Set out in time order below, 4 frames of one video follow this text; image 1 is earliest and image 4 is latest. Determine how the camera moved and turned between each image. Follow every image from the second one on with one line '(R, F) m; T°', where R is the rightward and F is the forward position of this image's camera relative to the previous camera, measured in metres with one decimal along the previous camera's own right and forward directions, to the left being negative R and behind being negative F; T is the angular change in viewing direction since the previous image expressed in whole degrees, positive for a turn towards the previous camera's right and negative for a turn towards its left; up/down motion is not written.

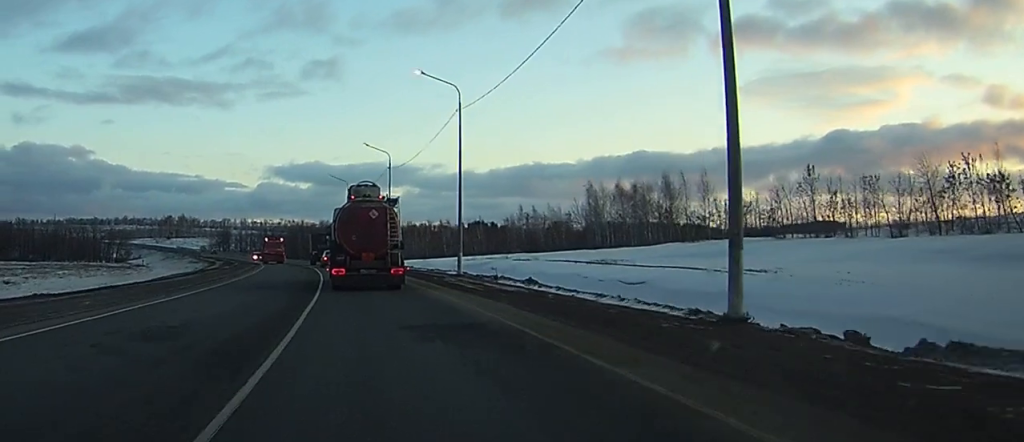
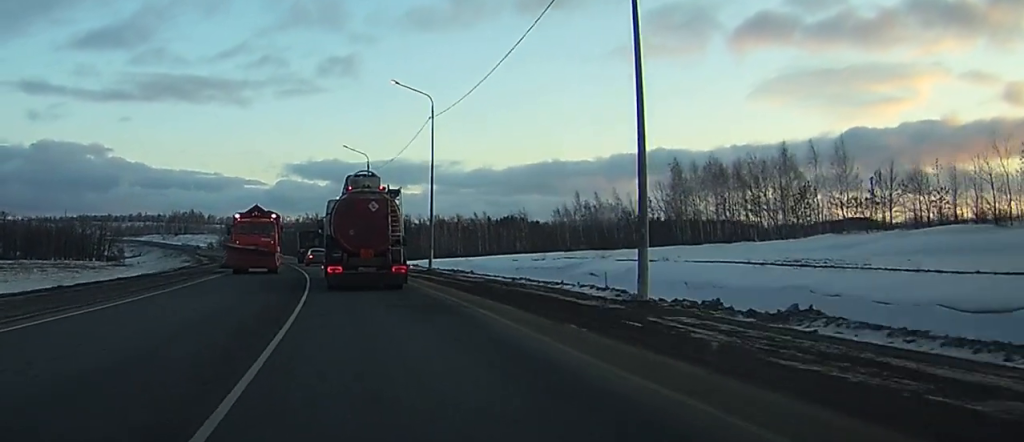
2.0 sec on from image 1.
(-0.7, +31.4) m; -2°
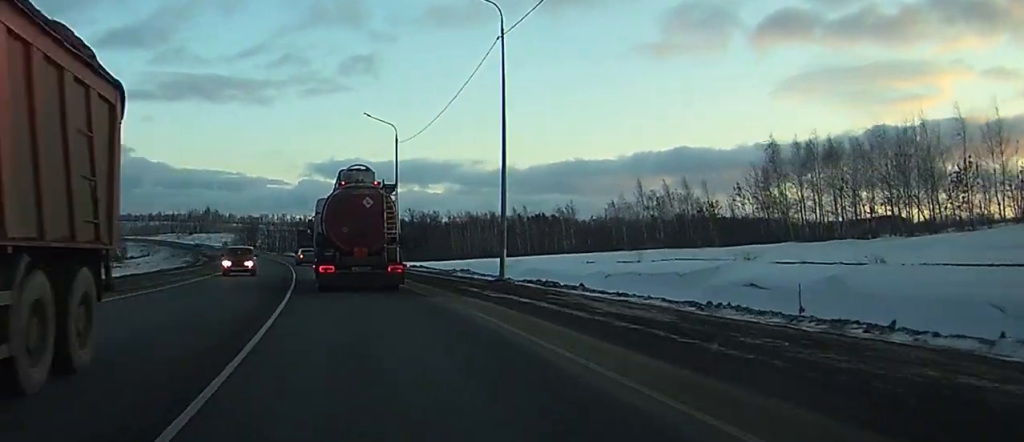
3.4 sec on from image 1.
(-0.2, +21.7) m; -1°
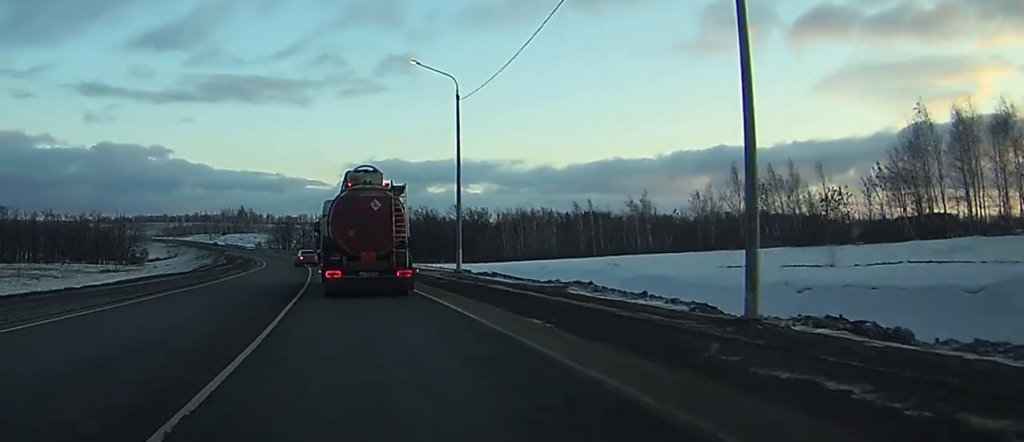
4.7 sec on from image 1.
(-0.2, +20.7) m; -2°
